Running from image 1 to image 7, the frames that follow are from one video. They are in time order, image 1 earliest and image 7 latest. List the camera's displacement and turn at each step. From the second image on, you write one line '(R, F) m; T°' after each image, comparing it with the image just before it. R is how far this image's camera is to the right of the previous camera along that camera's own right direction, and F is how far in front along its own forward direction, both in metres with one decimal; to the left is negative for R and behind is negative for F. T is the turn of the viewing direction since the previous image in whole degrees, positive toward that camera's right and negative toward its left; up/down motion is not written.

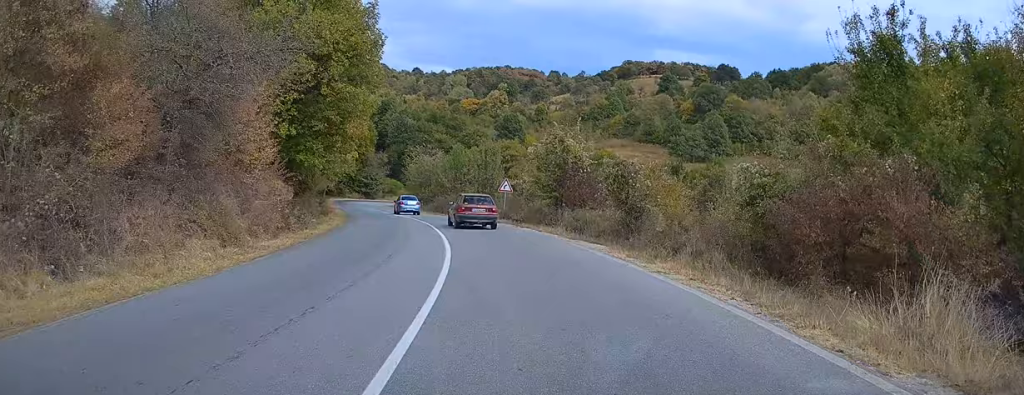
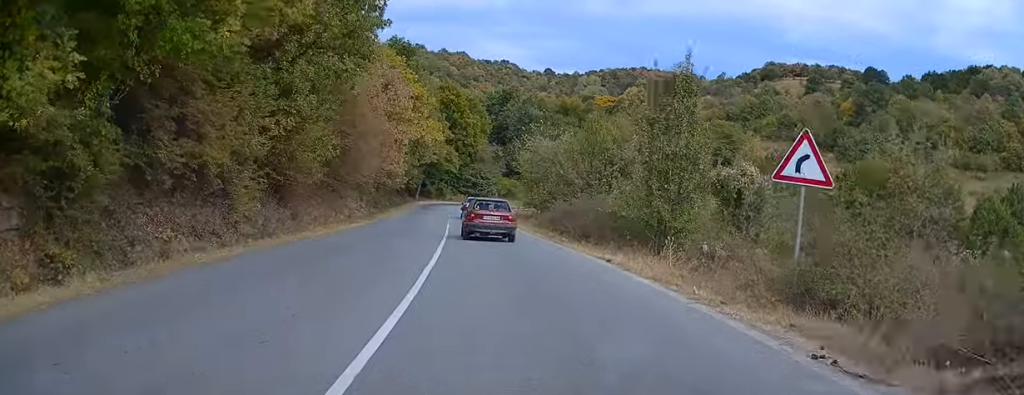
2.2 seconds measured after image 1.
(-2.6, +28.5) m; -11°
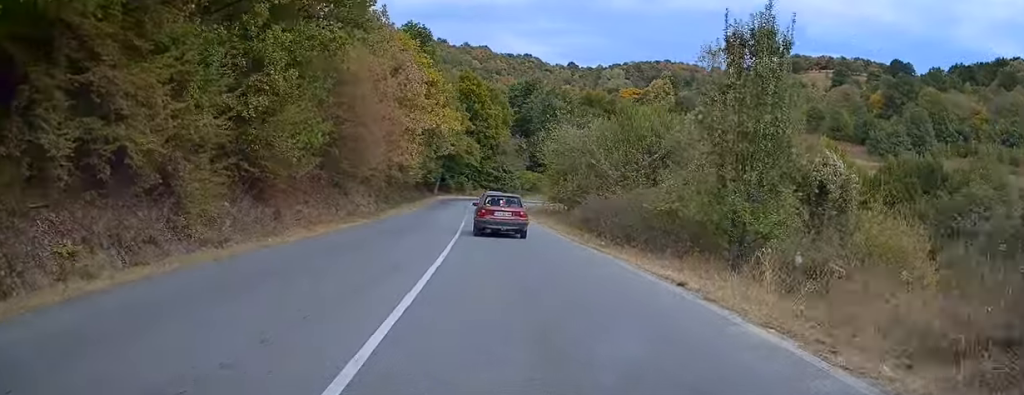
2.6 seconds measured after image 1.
(-0.1, +4.9) m; -2°
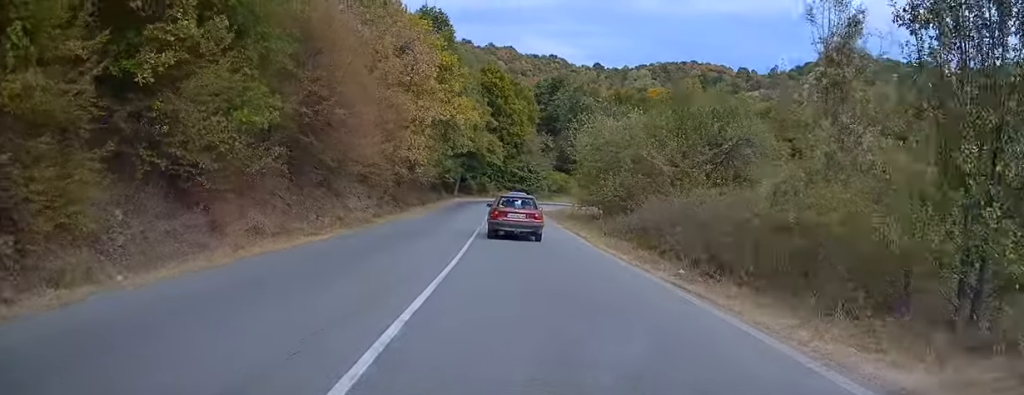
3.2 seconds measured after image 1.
(-0.1, +7.1) m; -1°
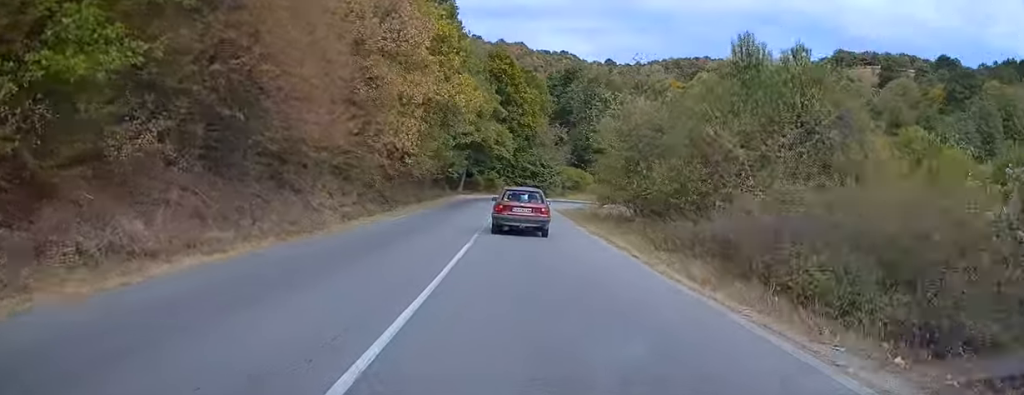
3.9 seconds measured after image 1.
(0.0, +7.5) m; -1°
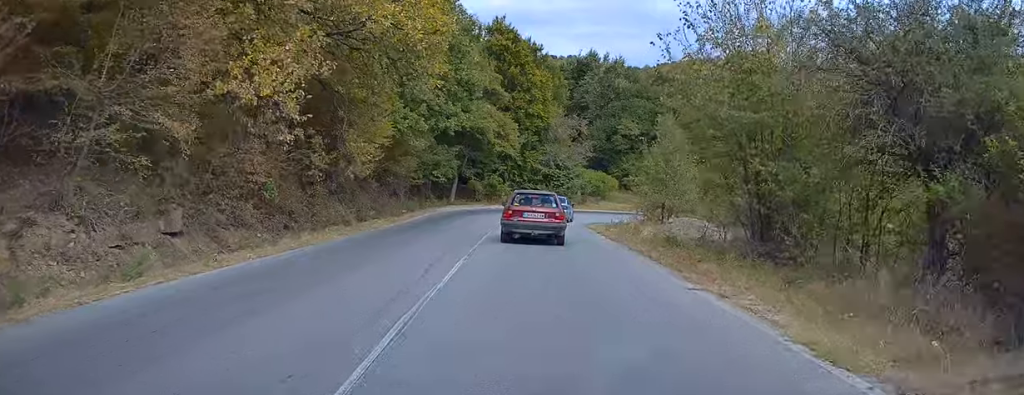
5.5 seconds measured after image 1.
(-0.4, +17.9) m; -3°
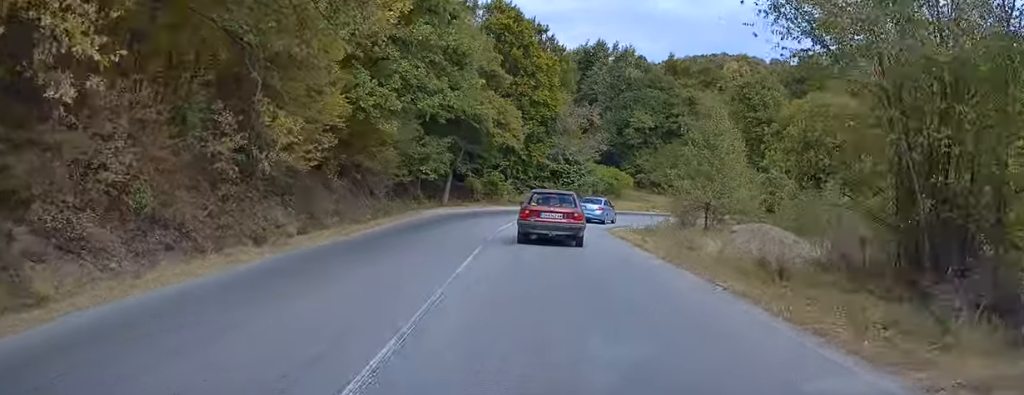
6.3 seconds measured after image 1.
(-0.1, +8.0) m; +1°
